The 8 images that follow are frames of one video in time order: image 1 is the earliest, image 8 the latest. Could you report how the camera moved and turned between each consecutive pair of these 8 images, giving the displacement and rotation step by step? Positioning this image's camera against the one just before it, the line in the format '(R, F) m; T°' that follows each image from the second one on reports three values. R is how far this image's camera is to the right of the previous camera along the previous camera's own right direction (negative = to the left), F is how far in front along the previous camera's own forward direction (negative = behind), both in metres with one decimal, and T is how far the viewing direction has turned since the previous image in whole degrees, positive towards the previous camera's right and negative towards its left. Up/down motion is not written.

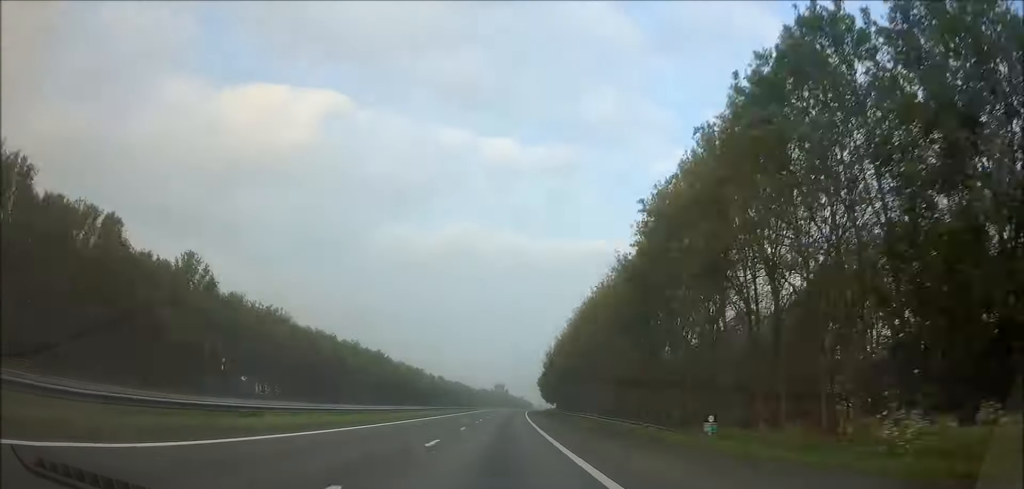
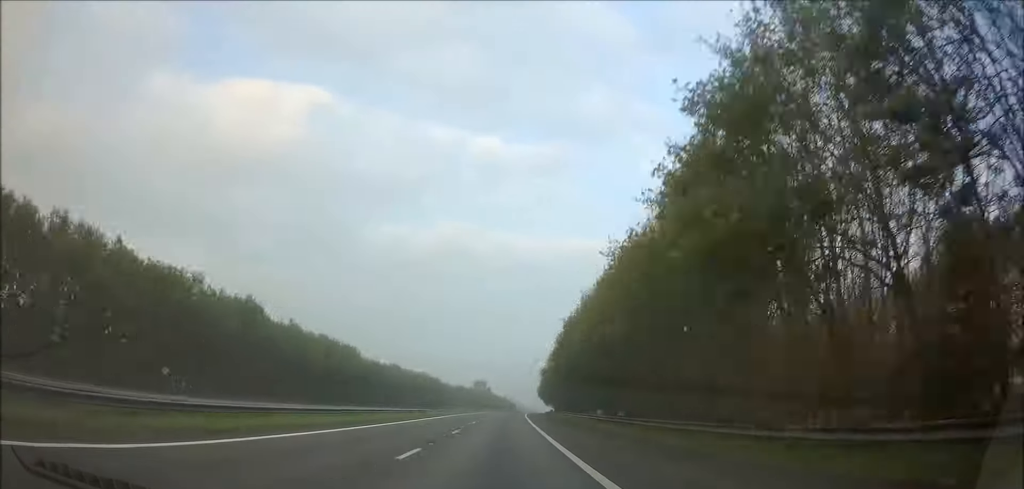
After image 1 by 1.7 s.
(0.0, +64.3) m; +2°
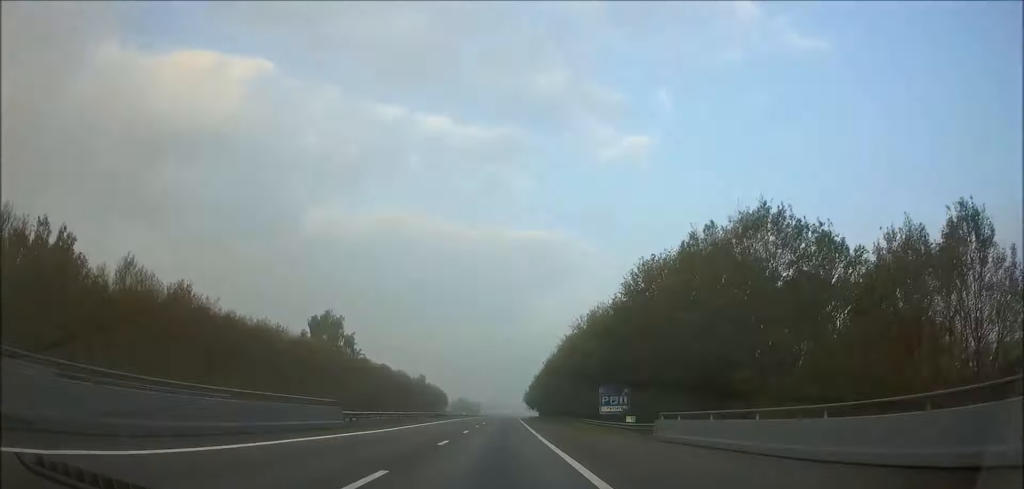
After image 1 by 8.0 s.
(+11.4, +231.6) m; +4°
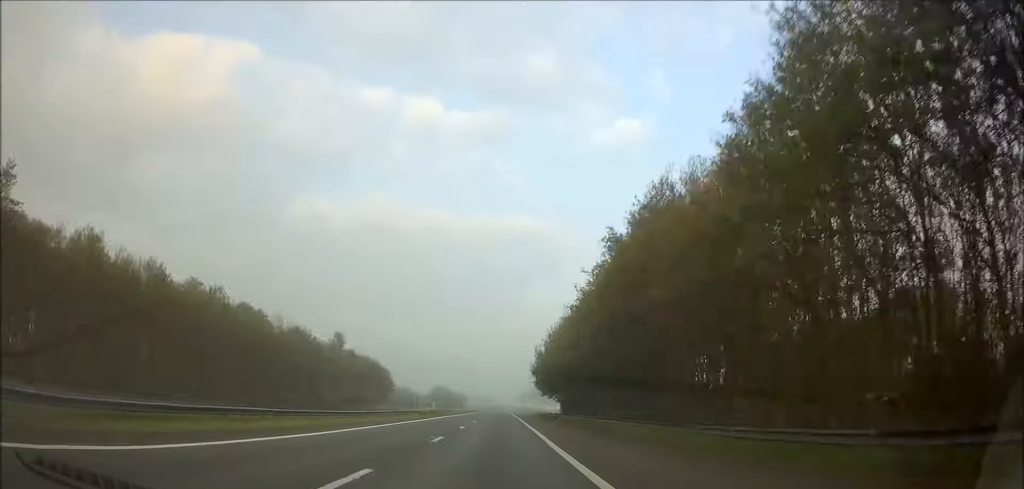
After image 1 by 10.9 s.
(+1.3, +108.8) m; +1°
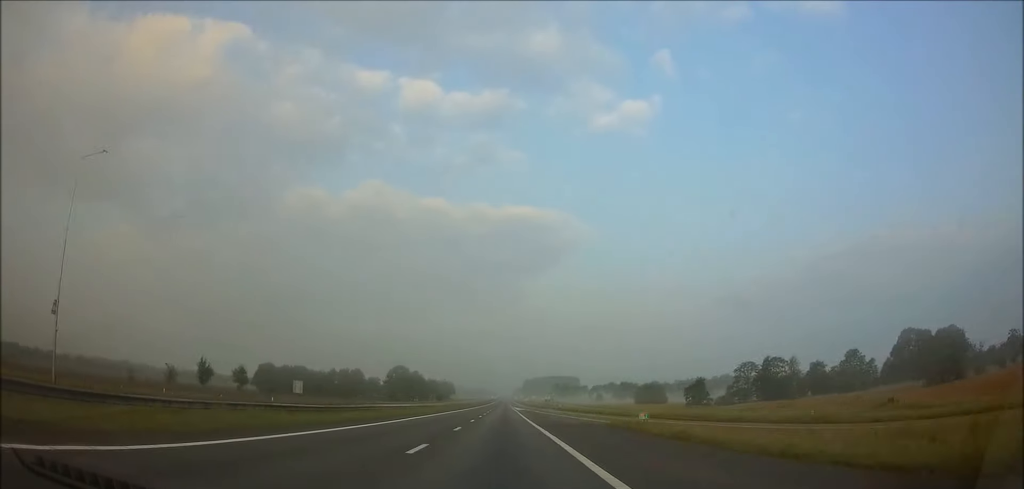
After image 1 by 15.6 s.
(+0.2, +173.0) m; 0°
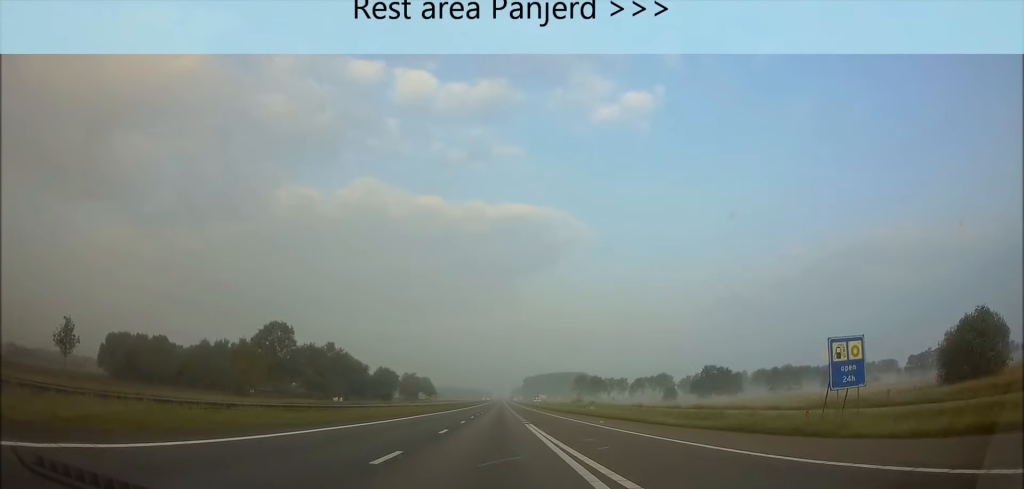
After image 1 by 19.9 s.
(0.0, +157.8) m; 0°
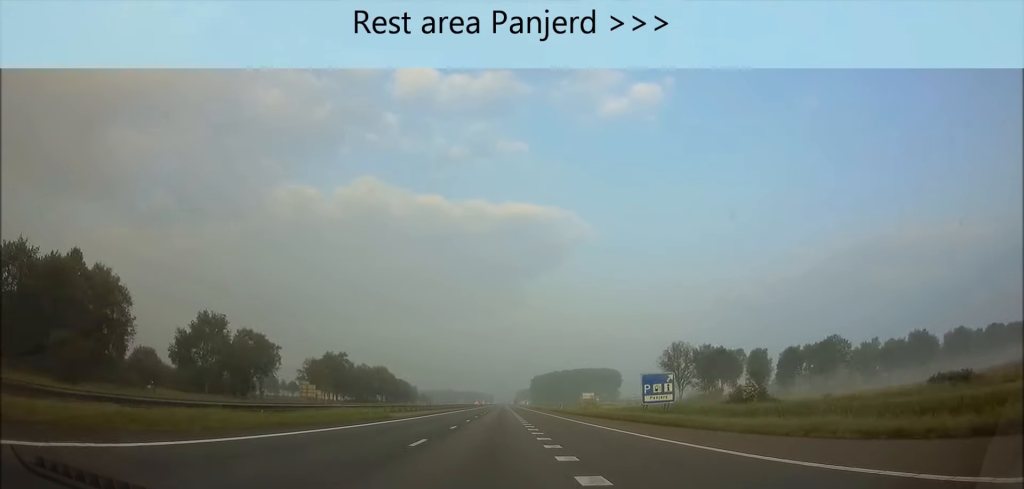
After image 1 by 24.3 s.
(0.0, +162.8) m; 0°
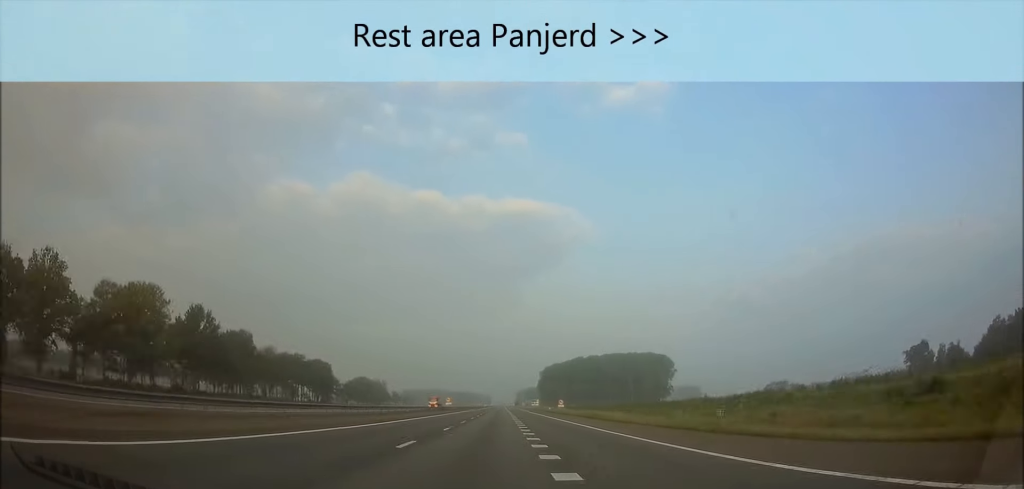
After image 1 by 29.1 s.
(-0.2, +177.8) m; 0°
